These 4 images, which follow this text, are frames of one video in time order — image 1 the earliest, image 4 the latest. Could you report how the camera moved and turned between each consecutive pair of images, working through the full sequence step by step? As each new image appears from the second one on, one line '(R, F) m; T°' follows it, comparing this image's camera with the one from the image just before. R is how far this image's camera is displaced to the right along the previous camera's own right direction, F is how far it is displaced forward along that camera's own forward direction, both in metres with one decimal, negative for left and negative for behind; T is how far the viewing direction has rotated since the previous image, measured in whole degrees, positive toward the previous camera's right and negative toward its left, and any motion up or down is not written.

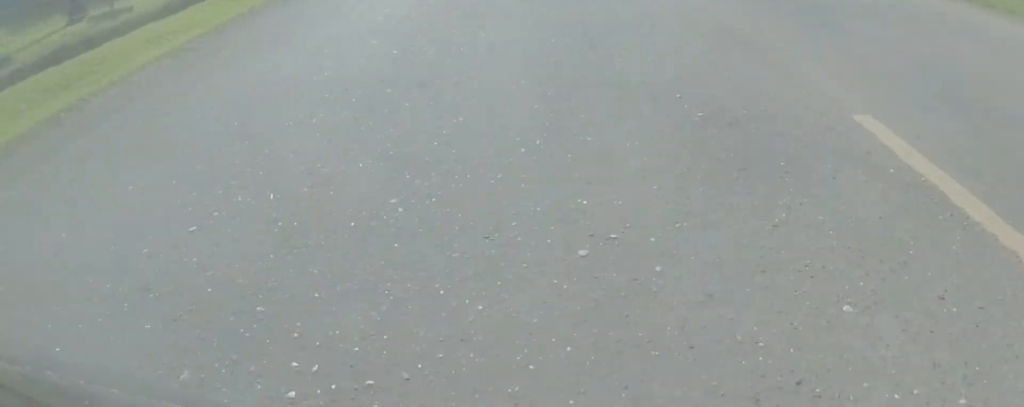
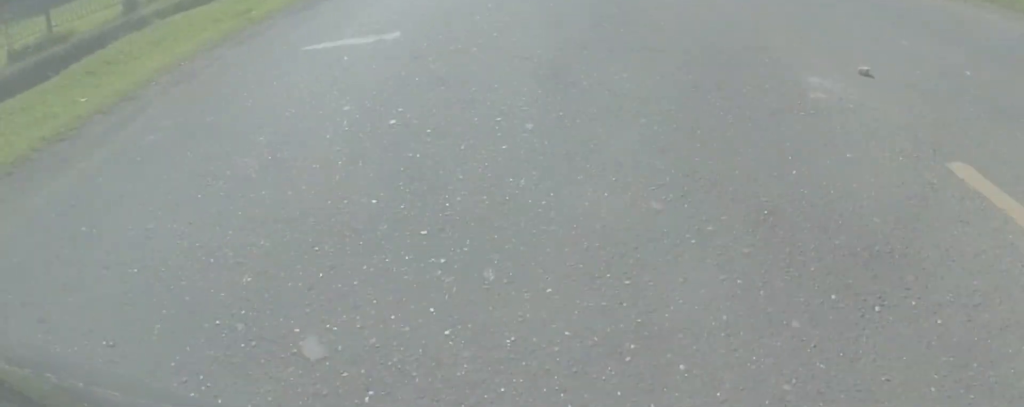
(-1.0, +8.7) m; +1°
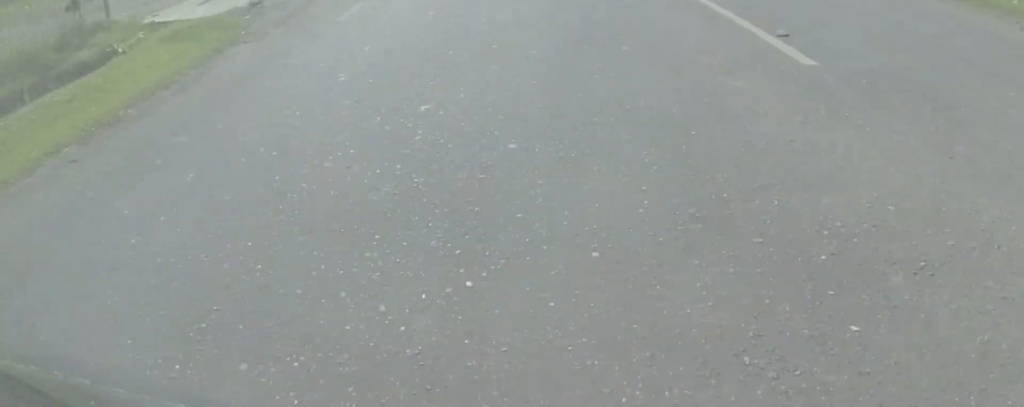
(+1.5, +20.0) m; -1°
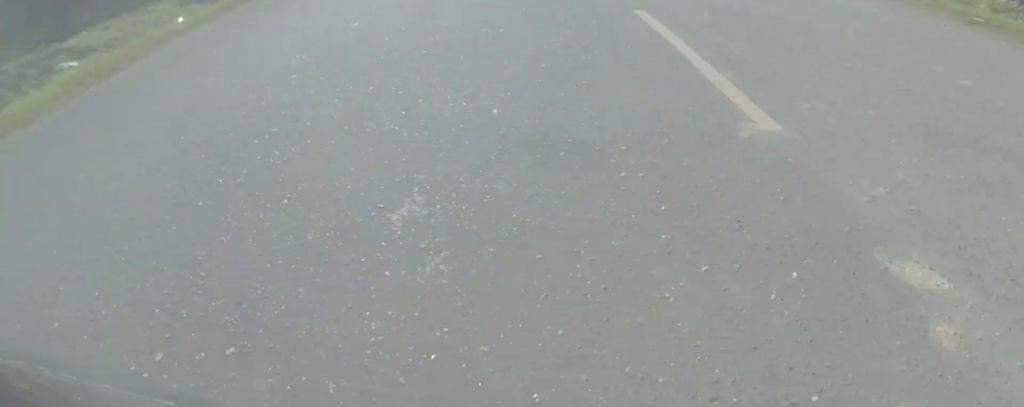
(-0.2, +26.4) m; +1°
